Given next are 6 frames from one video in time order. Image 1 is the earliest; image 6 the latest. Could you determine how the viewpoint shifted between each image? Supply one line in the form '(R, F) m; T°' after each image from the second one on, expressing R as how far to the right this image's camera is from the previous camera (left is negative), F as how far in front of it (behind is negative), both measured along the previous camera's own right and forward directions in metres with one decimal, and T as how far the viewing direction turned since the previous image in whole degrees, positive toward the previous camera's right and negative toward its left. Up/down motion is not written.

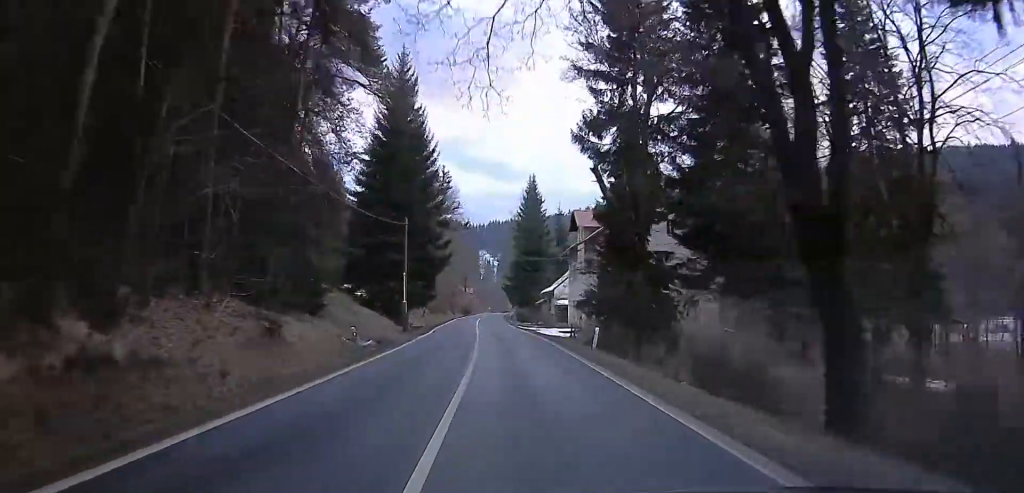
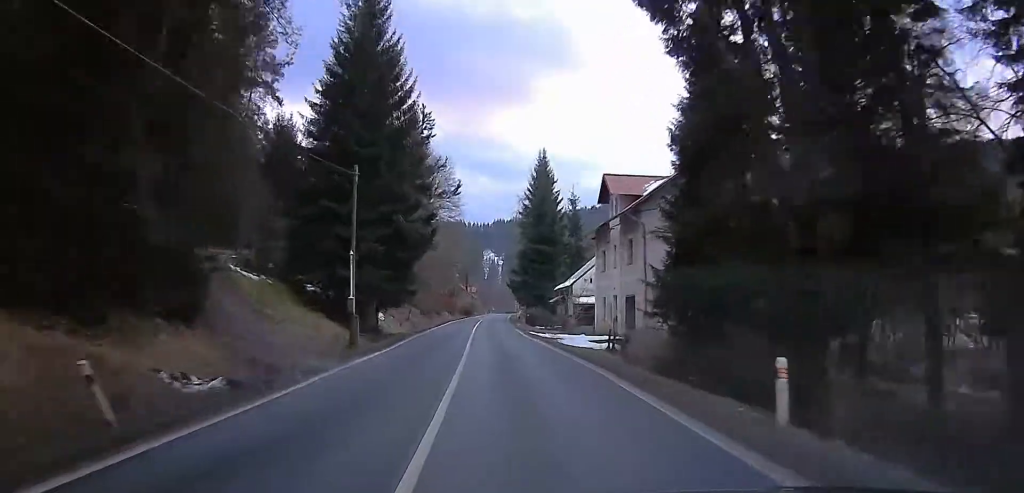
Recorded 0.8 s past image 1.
(-0.4, +15.6) m; +2°
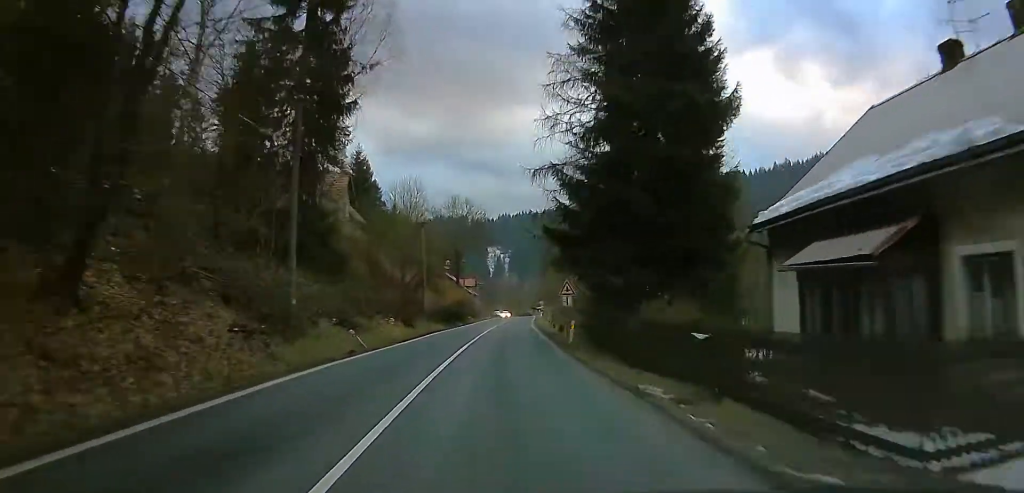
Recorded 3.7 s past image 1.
(+0.1, +56.6) m; 0°
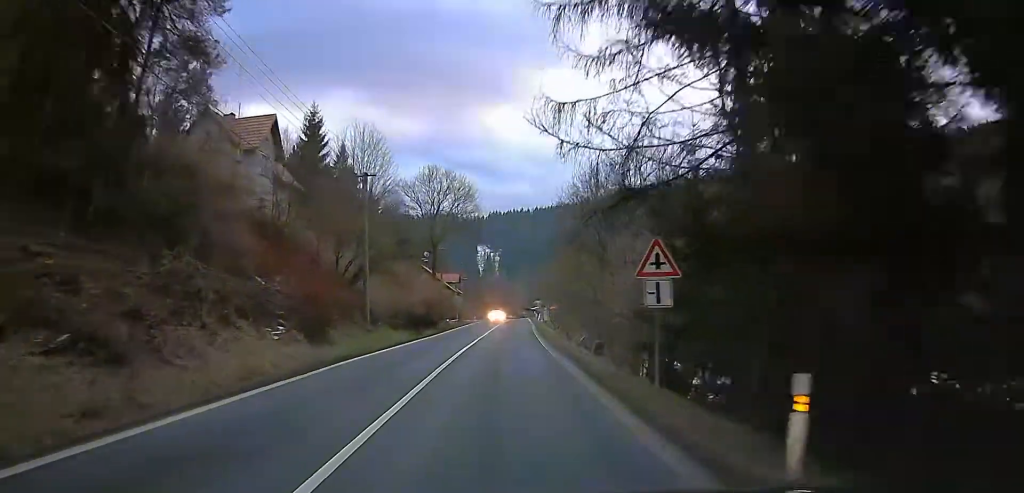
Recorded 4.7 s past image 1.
(+0.8, +22.0) m; +2°
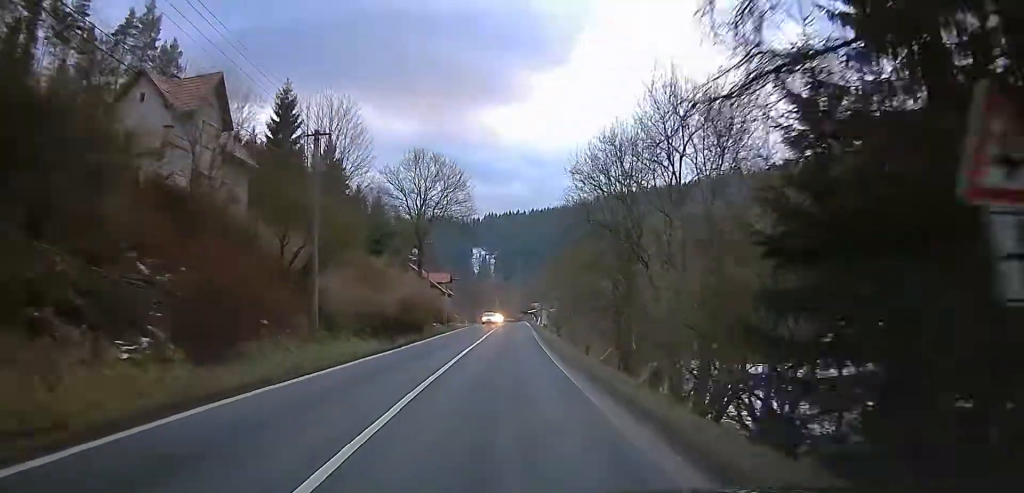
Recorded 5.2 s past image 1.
(0.0, +9.6) m; 0°
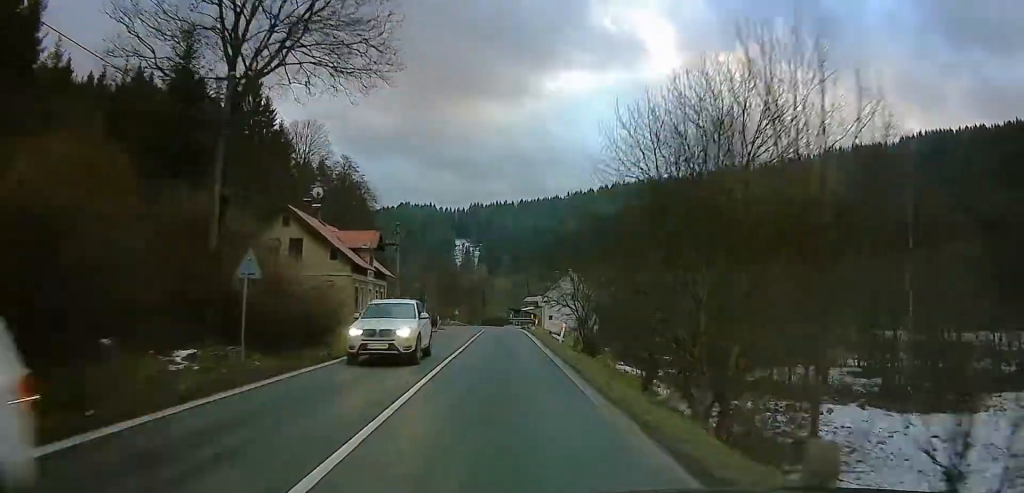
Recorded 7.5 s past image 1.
(-0.4, +46.3) m; -1°
